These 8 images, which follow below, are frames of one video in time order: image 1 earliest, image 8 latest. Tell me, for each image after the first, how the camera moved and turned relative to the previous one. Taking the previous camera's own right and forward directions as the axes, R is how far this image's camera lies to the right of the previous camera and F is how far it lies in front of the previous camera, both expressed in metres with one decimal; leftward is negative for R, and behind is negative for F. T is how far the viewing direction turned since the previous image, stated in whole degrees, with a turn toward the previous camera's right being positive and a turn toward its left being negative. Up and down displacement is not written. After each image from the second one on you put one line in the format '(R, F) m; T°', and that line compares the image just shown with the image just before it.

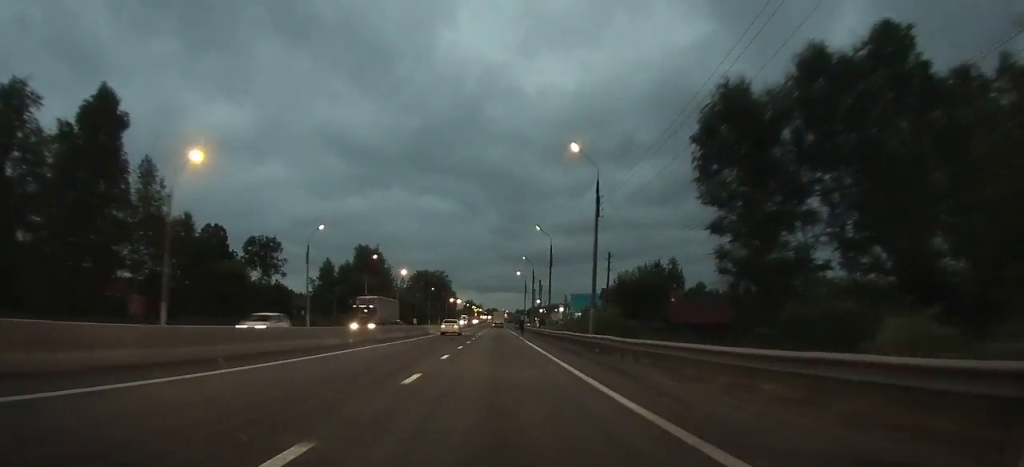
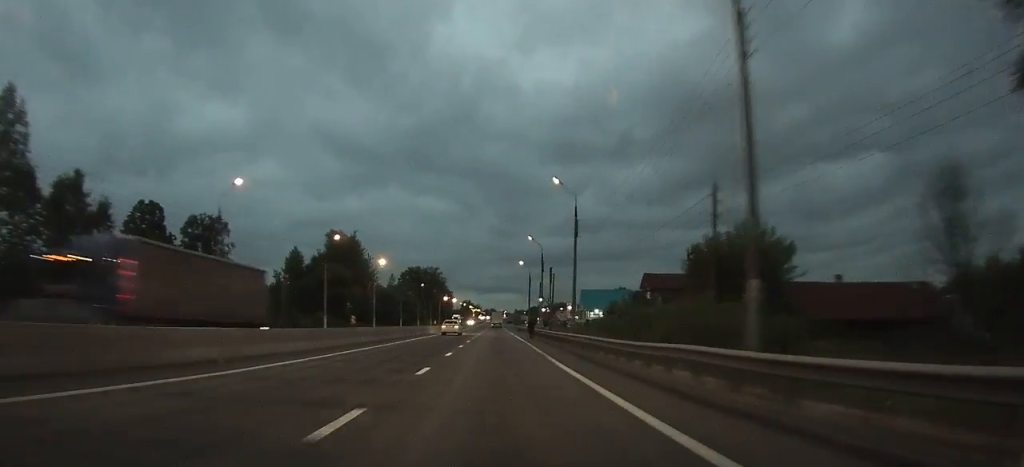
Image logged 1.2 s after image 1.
(0.0, +21.5) m; 0°
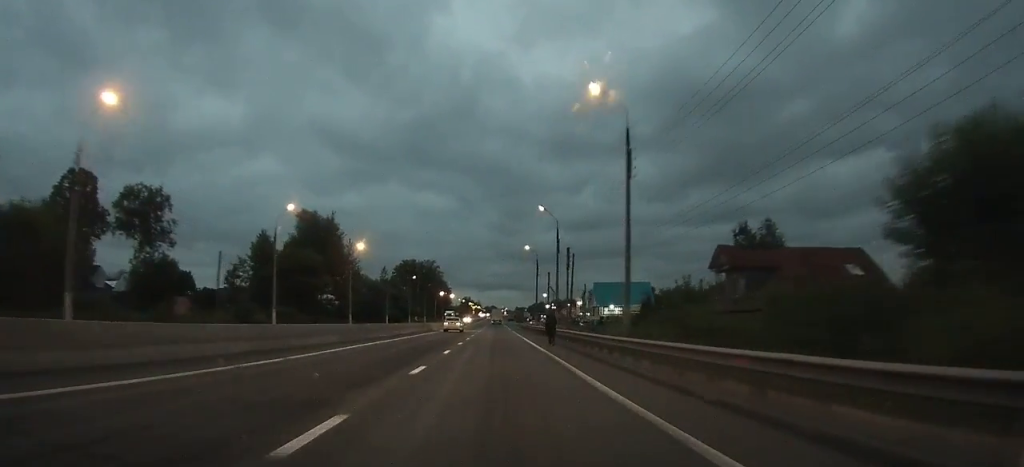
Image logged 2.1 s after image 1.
(0.0, +16.7) m; 0°
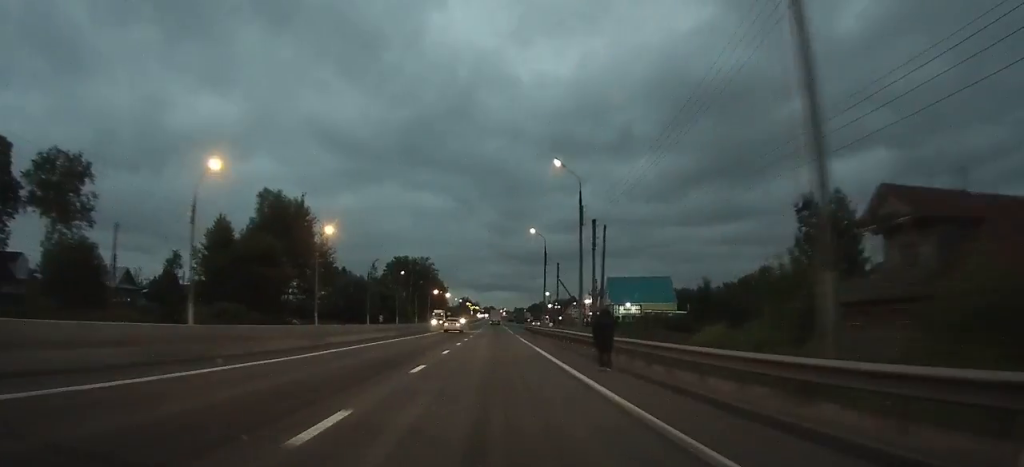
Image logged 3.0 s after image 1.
(0.0, +15.4) m; 0°
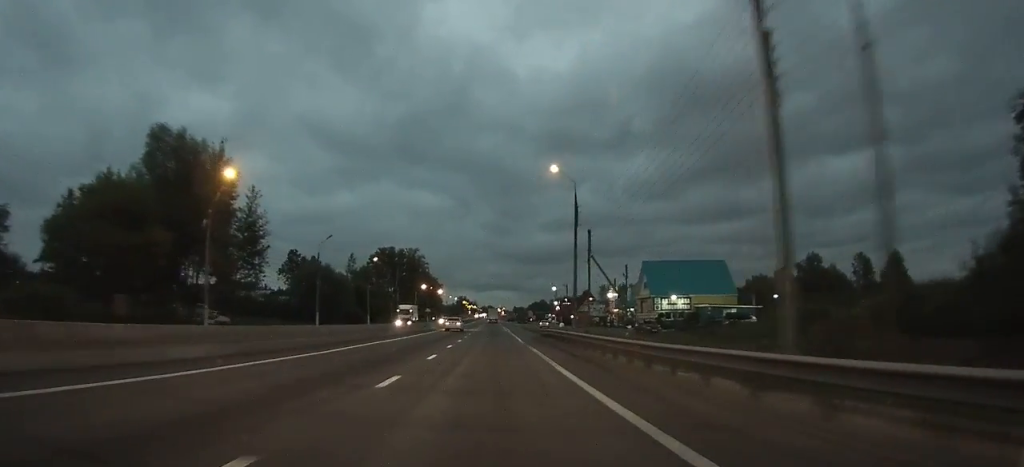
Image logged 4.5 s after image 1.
(0.0, +27.0) m; 0°
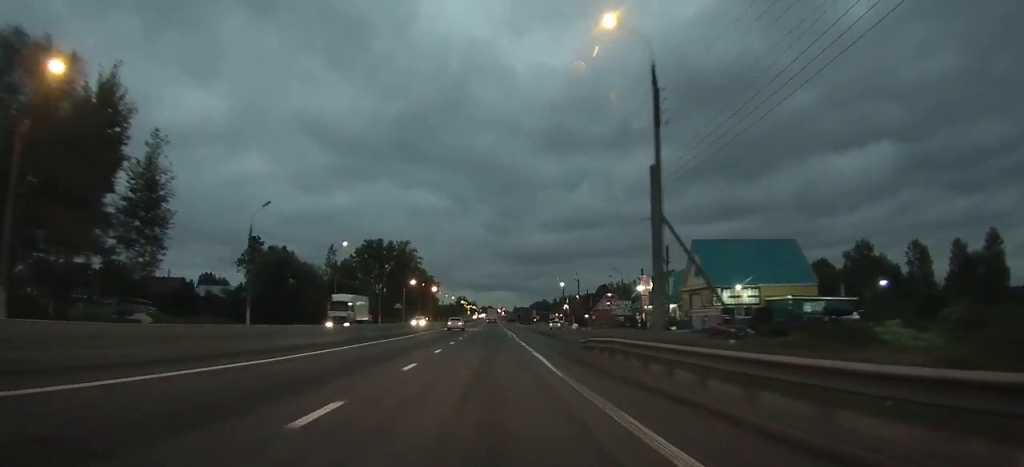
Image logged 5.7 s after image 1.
(0.0, +20.5) m; 0°
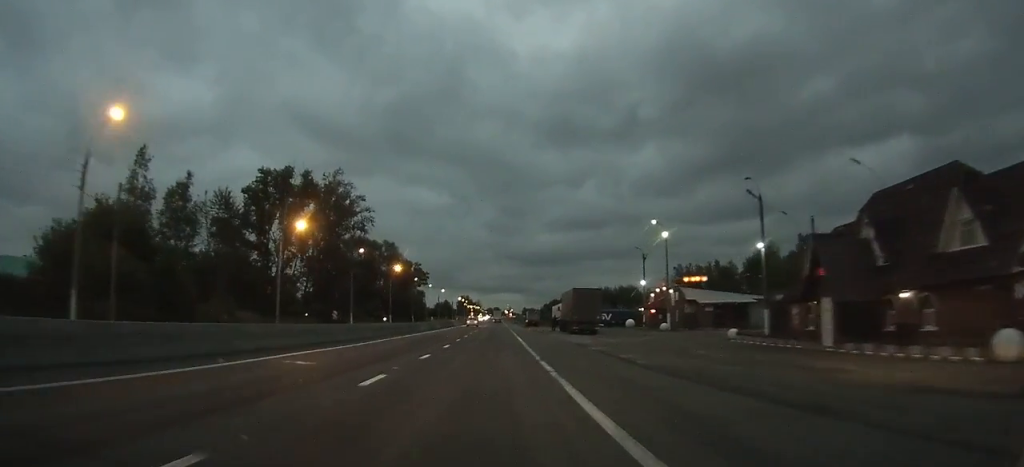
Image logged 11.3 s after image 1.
(-0.4, +87.3) m; -1°
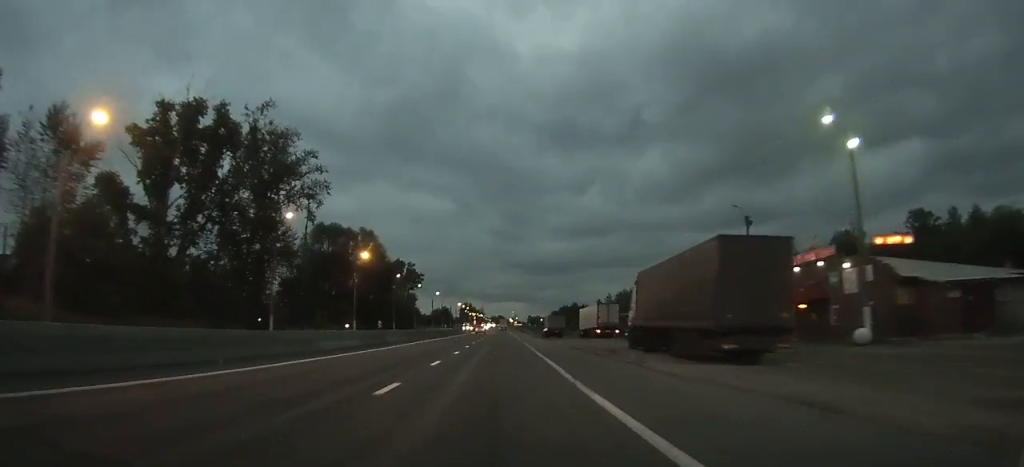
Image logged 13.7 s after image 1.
(-0.1, +33.4) m; 0°
